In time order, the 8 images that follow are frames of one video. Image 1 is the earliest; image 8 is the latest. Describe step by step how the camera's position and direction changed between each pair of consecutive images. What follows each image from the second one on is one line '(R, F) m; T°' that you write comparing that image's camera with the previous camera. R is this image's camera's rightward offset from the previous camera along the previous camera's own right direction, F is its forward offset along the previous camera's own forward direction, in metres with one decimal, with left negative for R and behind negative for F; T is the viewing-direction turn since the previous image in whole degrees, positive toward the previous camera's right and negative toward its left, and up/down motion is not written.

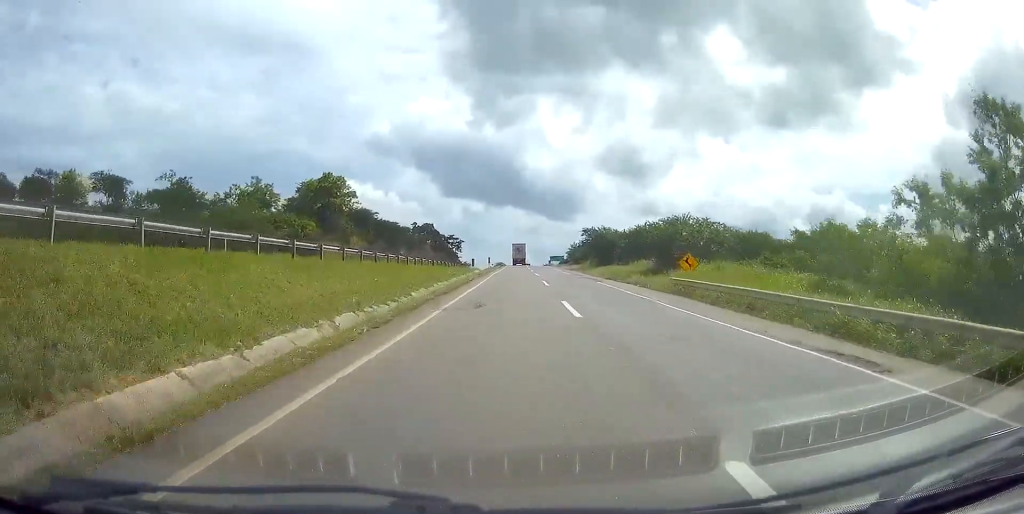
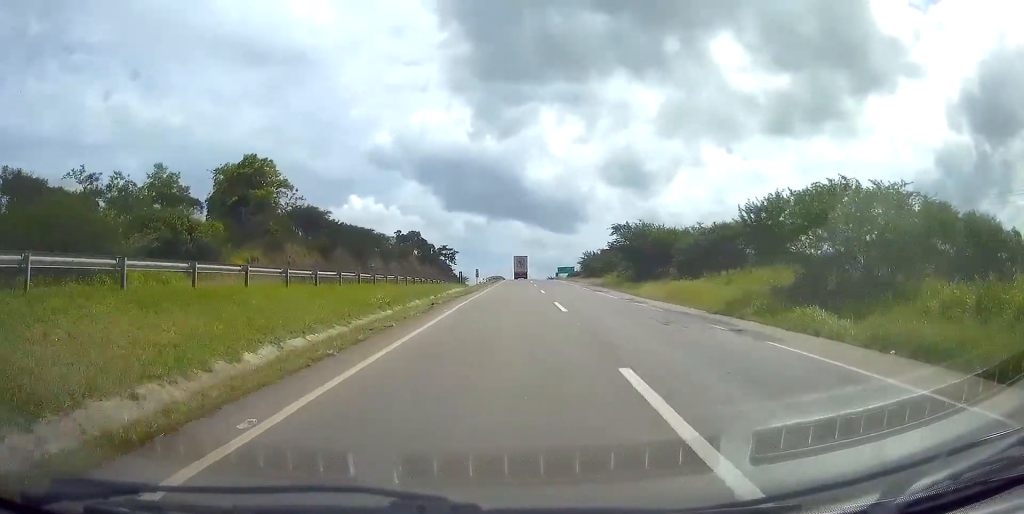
(+0.1, +29.3) m; 0°
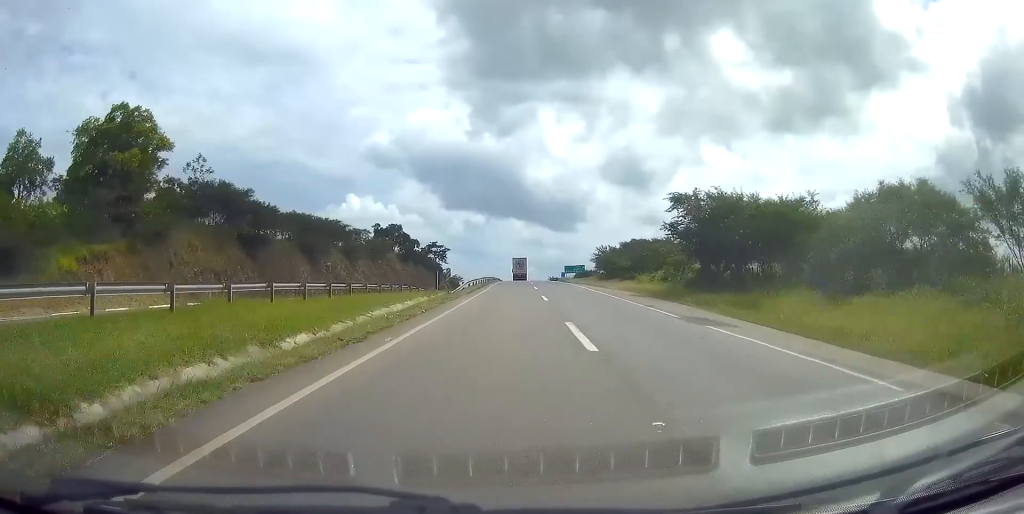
(0.0, +25.9) m; +1°
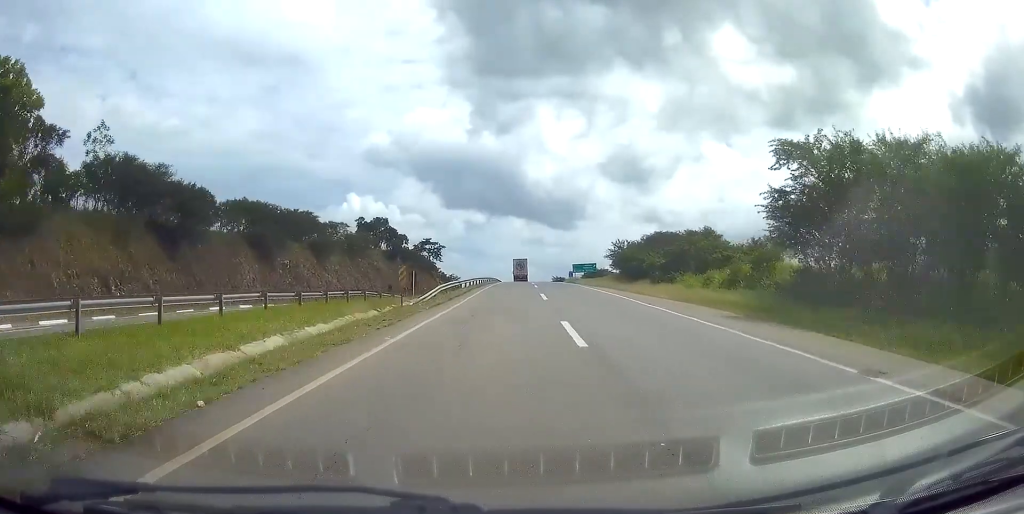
(+0.1, +16.9) m; 0°
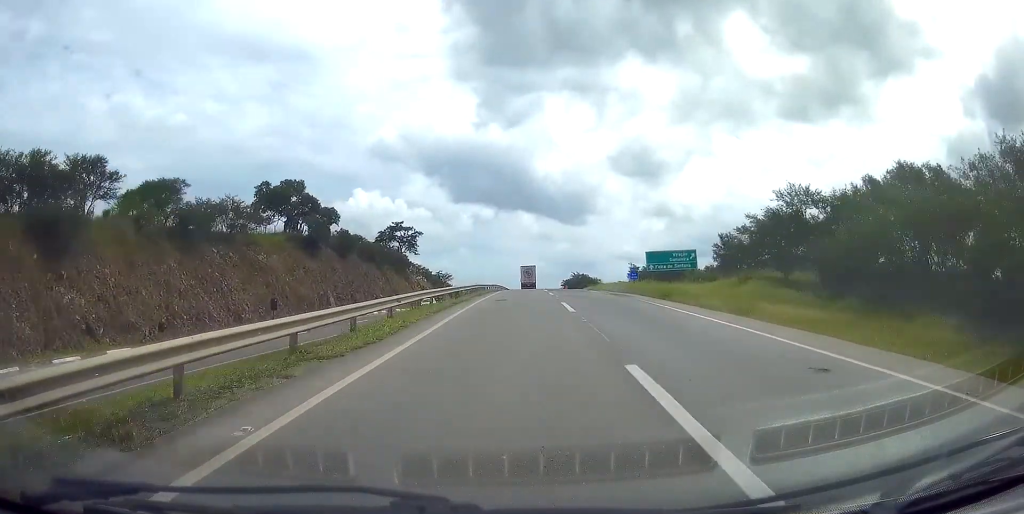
(-0.8, +55.9) m; -2°
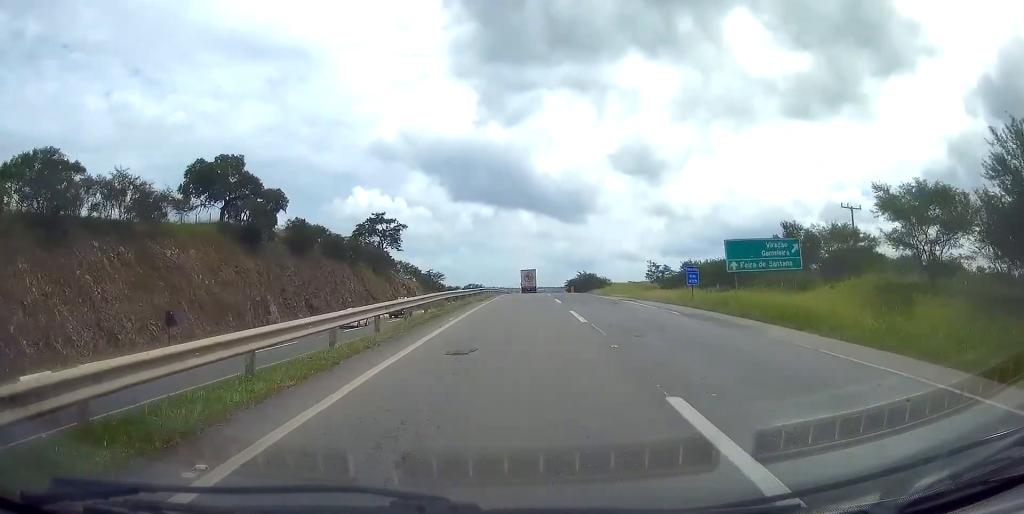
(-0.3, +18.5) m; 0°
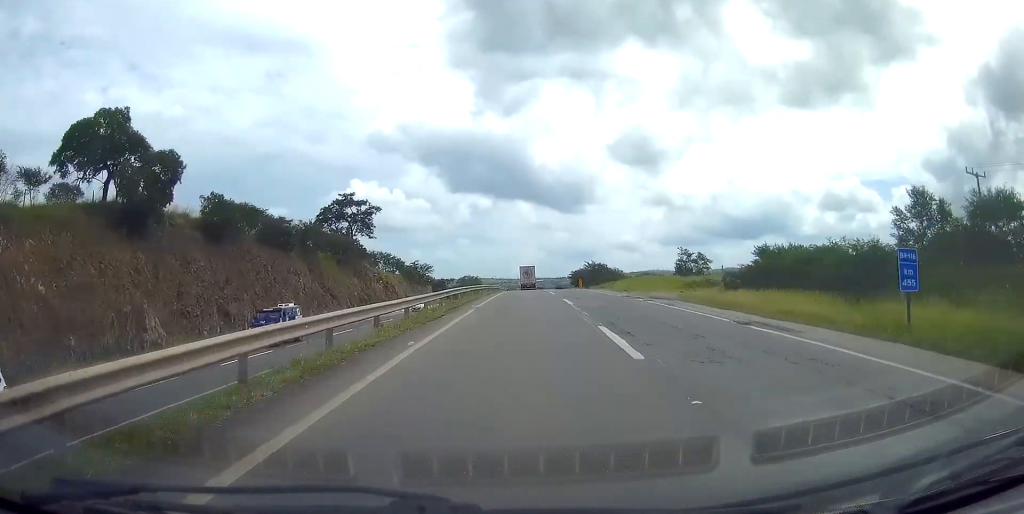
(+0.3, +20.8) m; +1°
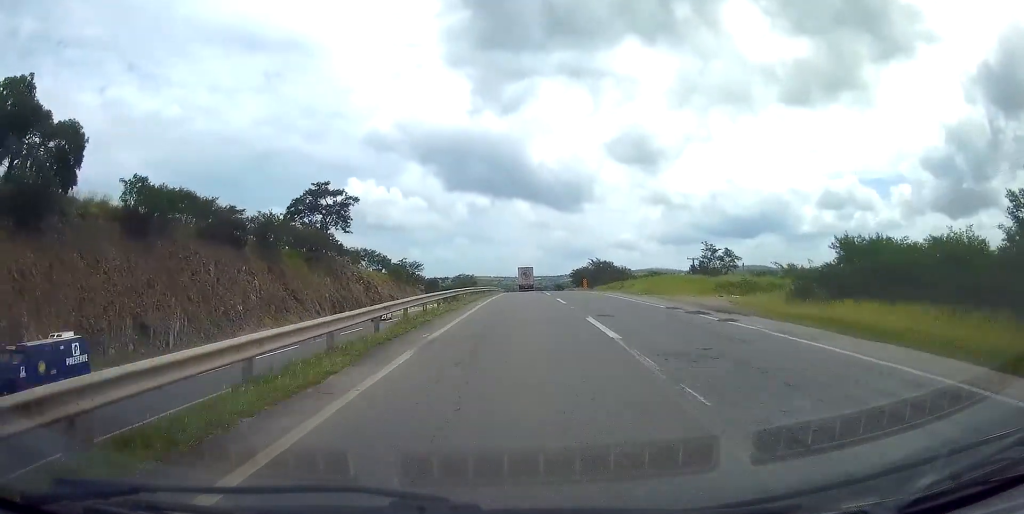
(0.0, +12.1) m; 0°
